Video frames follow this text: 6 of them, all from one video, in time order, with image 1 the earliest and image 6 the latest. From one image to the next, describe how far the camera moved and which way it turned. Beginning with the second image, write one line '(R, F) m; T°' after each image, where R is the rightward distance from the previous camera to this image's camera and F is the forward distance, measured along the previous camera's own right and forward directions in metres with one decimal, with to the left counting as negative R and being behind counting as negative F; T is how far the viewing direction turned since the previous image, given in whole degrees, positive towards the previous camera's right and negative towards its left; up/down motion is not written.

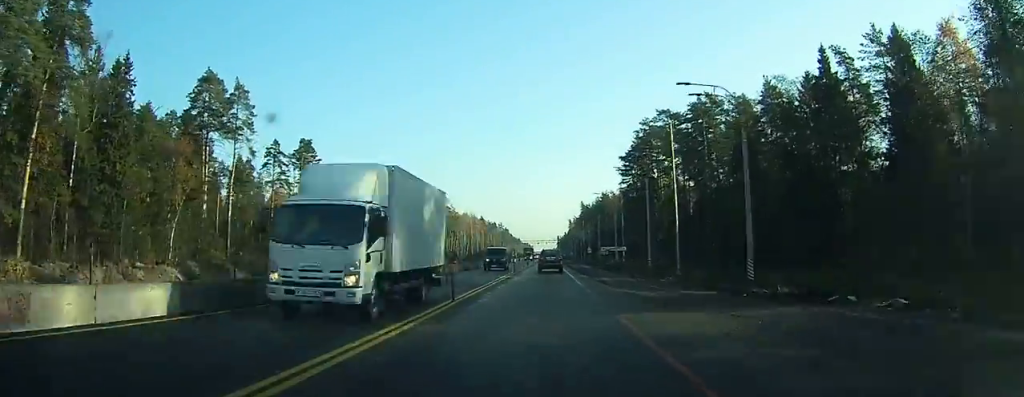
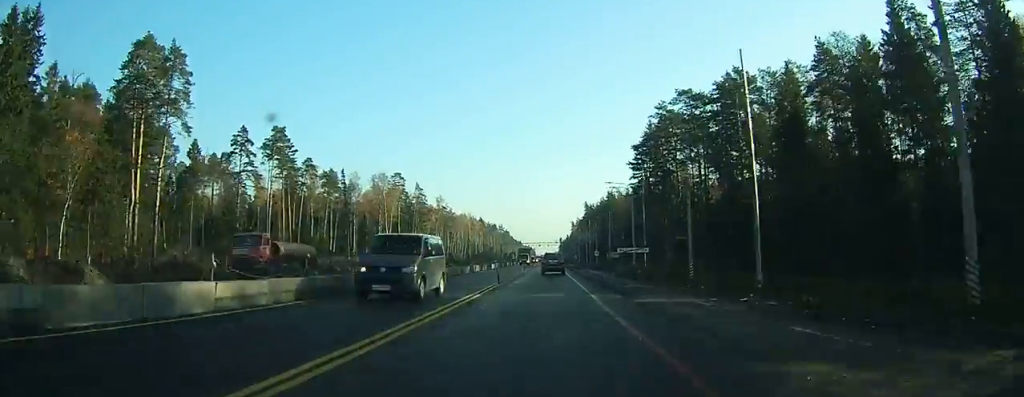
(0.0, +15.7) m; 0°
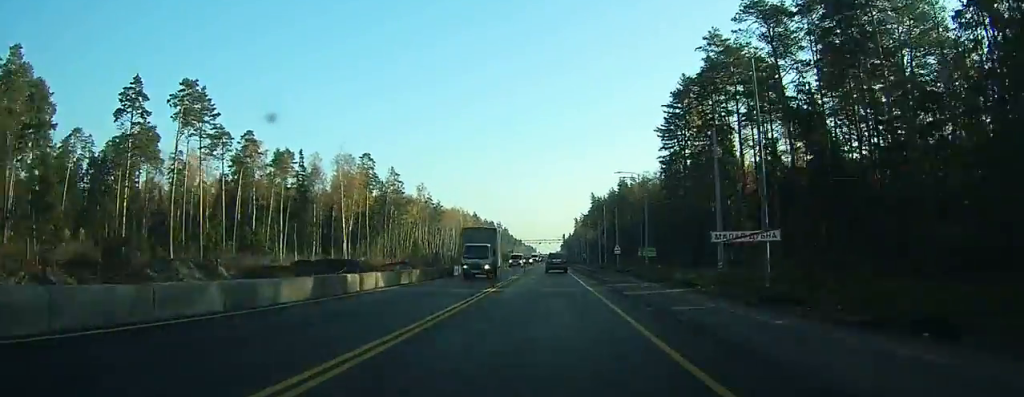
(+0.1, +33.4) m; 0°
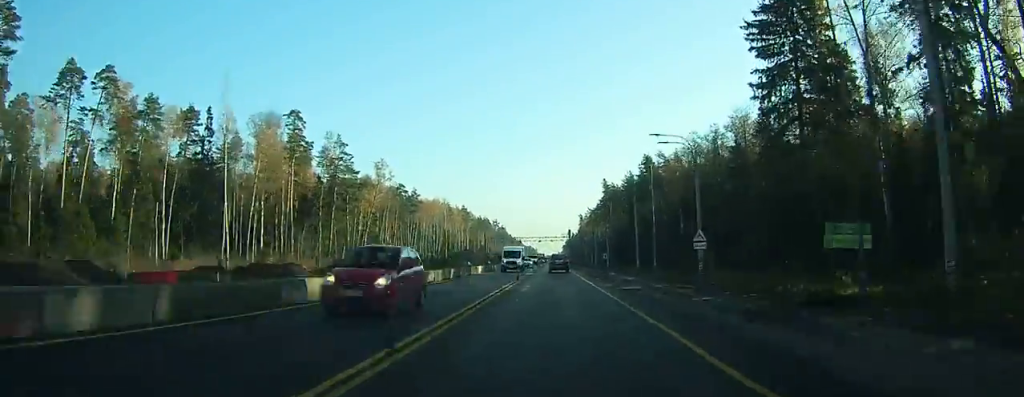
(-0.1, +44.7) m; 0°
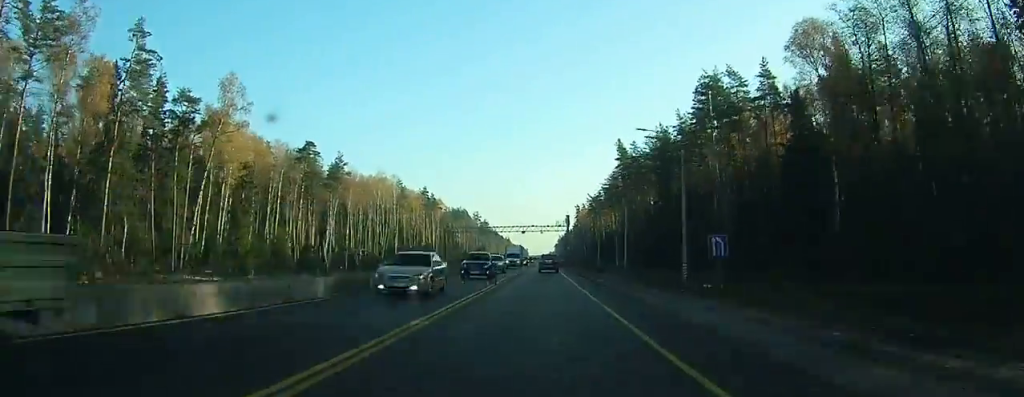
(+0.9, +61.6) m; +1°
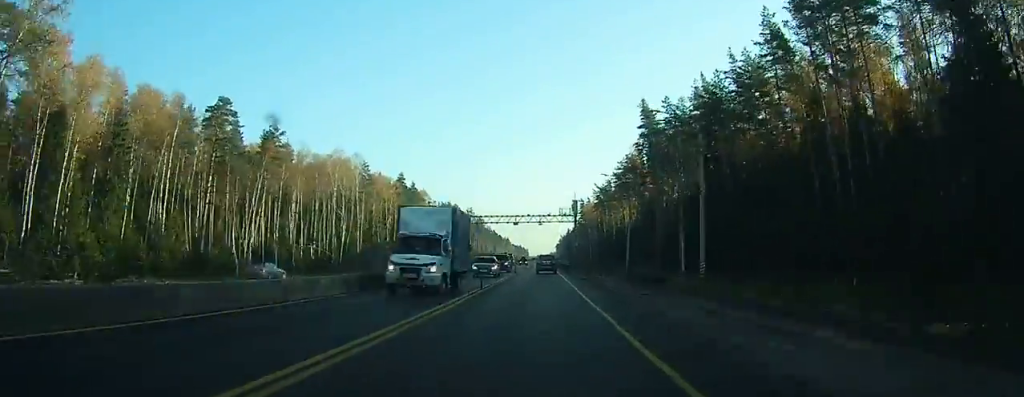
(0.0, +32.2) m; 0°
